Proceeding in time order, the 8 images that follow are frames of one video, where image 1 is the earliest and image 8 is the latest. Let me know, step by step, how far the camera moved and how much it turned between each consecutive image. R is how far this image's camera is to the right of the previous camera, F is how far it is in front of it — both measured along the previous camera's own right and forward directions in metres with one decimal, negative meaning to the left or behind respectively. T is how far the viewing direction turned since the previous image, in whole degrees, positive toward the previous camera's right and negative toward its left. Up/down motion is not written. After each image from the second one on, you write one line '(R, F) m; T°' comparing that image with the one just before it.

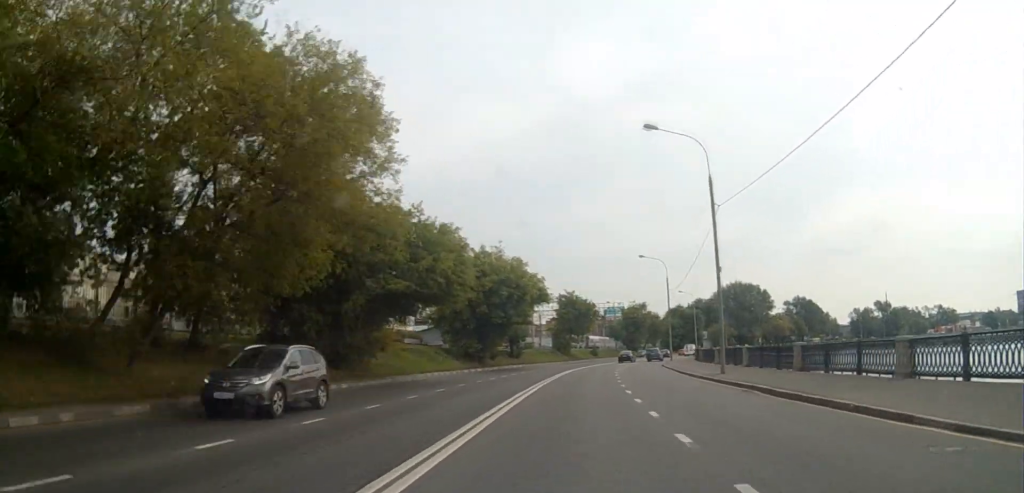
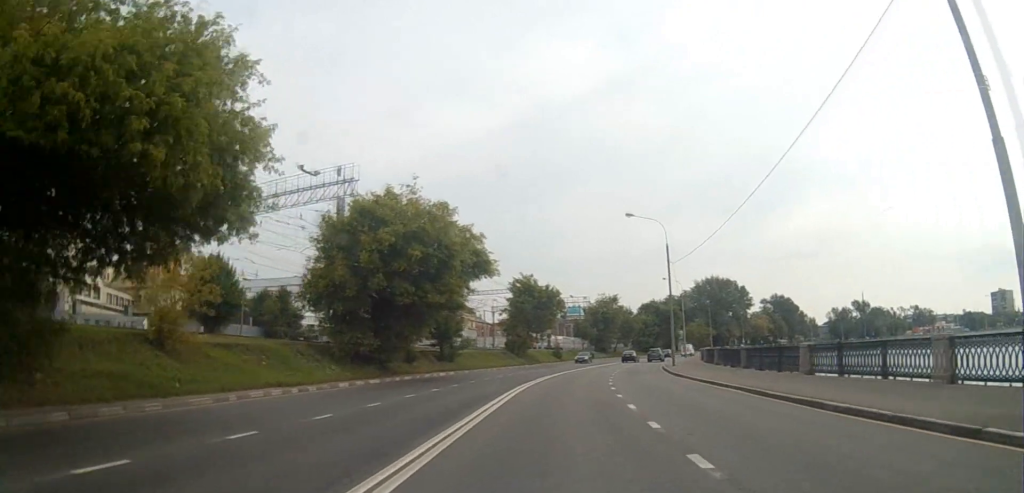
(+0.7, +22.2) m; +4°
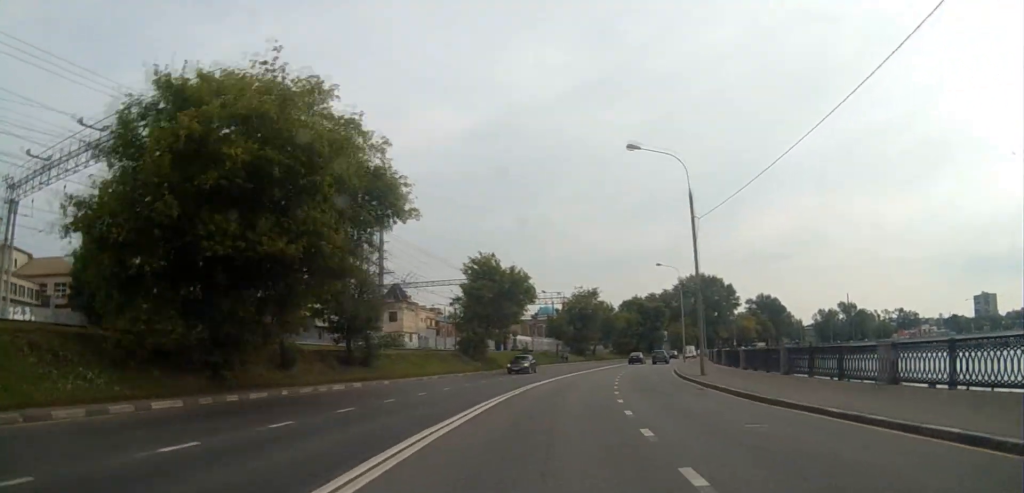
(+0.4, +16.4) m; +3°
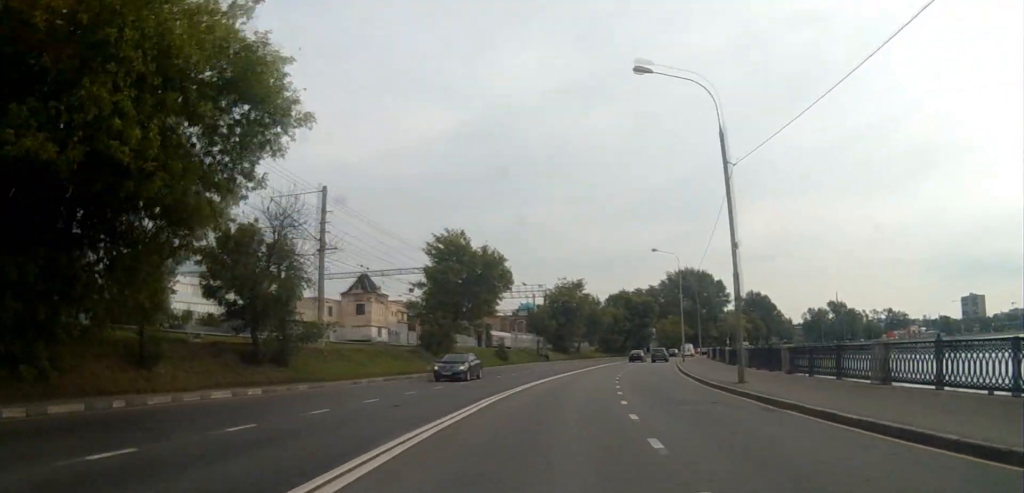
(+0.2, +9.2) m; +2°
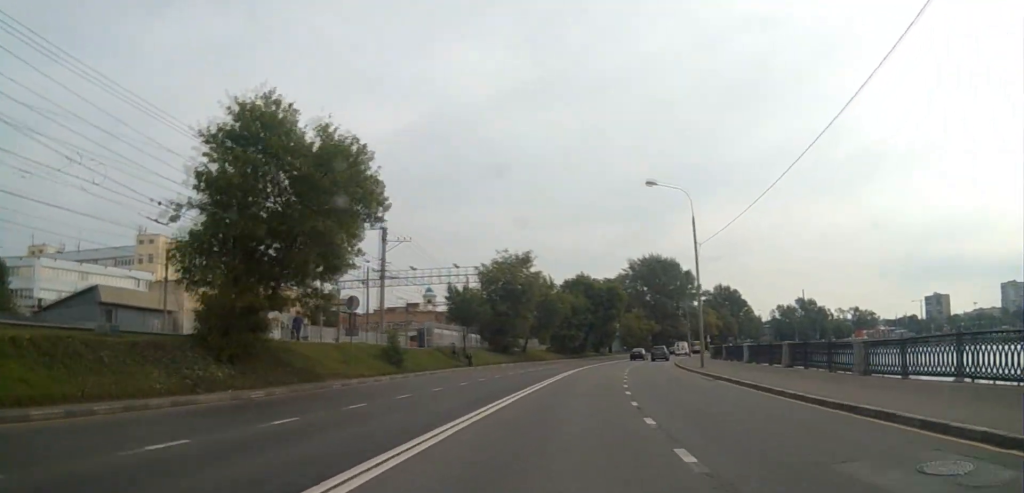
(+1.5, +25.7) m; +5°
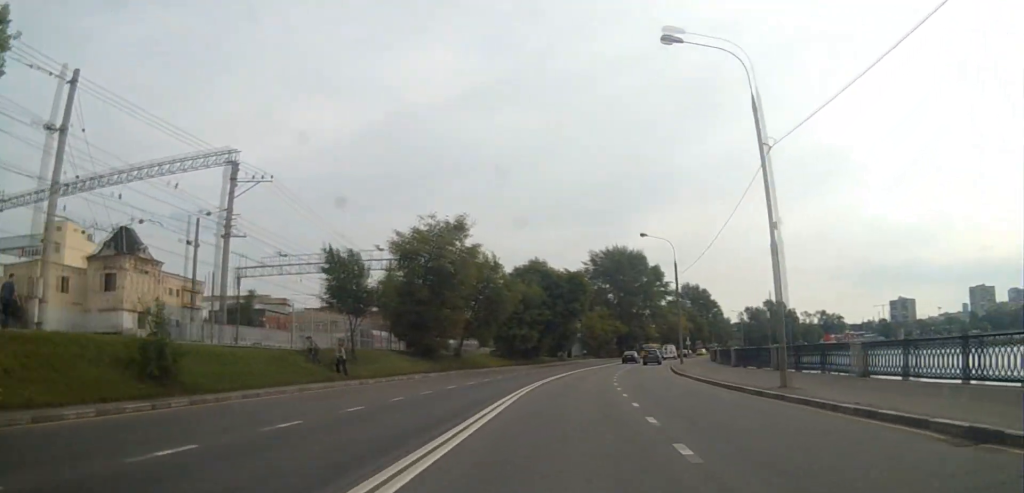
(+0.1, +19.6) m; +2°
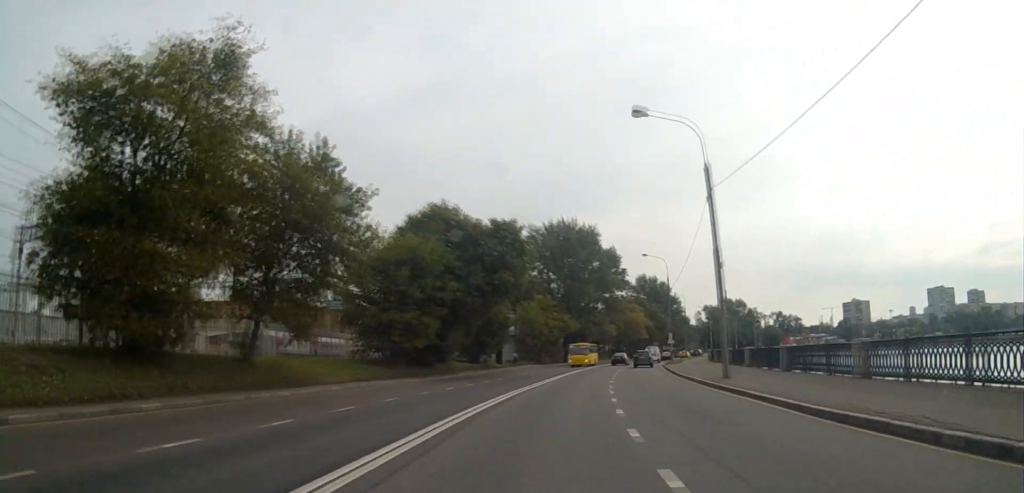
(+1.4, +30.2) m; +7°
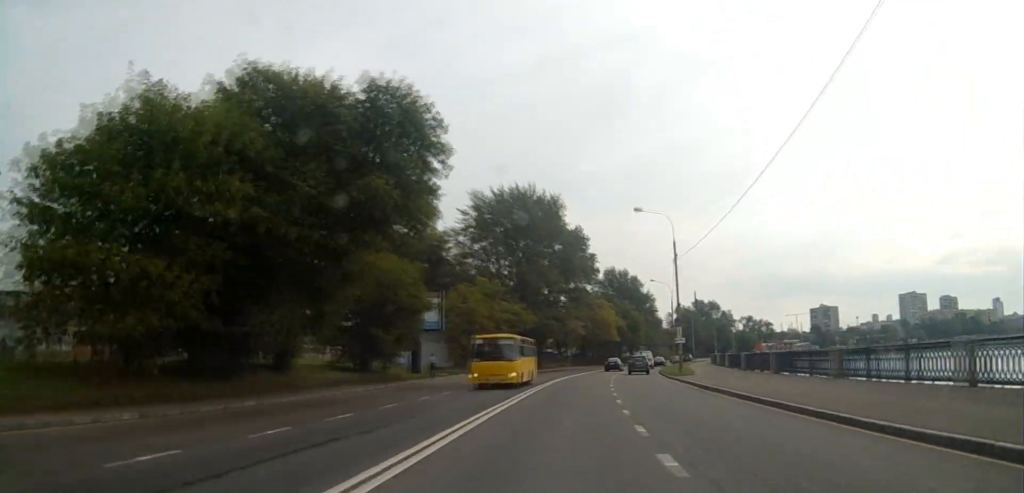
(+1.0, +22.9) m; +4°
